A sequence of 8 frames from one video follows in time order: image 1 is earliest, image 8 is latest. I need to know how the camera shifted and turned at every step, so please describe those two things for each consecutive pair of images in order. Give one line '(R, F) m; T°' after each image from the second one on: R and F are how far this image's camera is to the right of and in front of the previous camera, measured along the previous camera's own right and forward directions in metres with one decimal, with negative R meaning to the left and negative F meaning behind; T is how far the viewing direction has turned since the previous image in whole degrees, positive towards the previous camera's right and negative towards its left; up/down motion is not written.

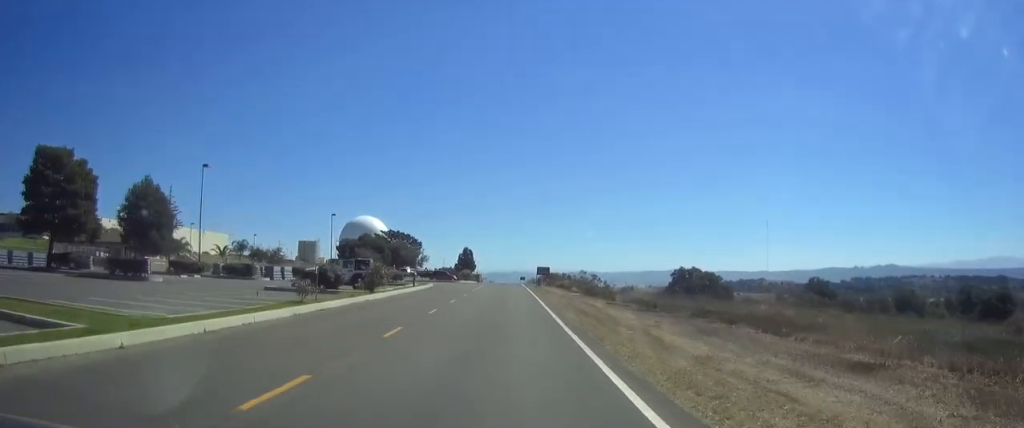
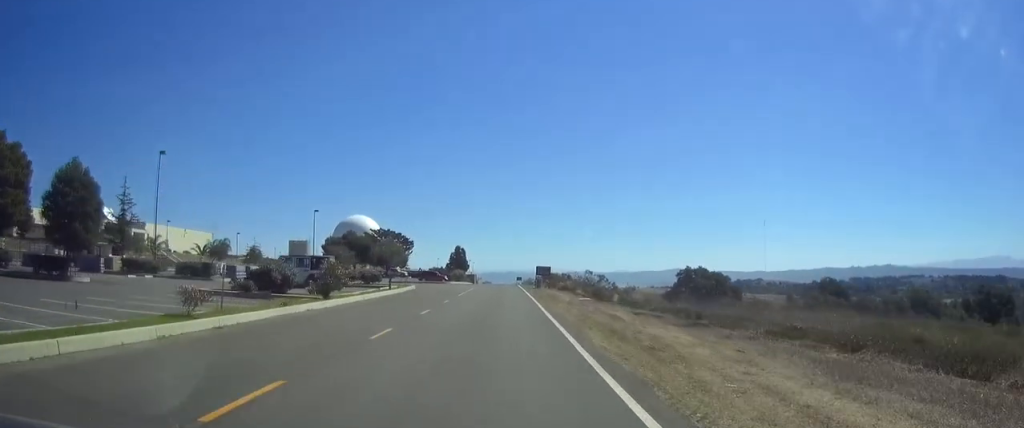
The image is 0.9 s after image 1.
(-0.1, +8.2) m; -1°
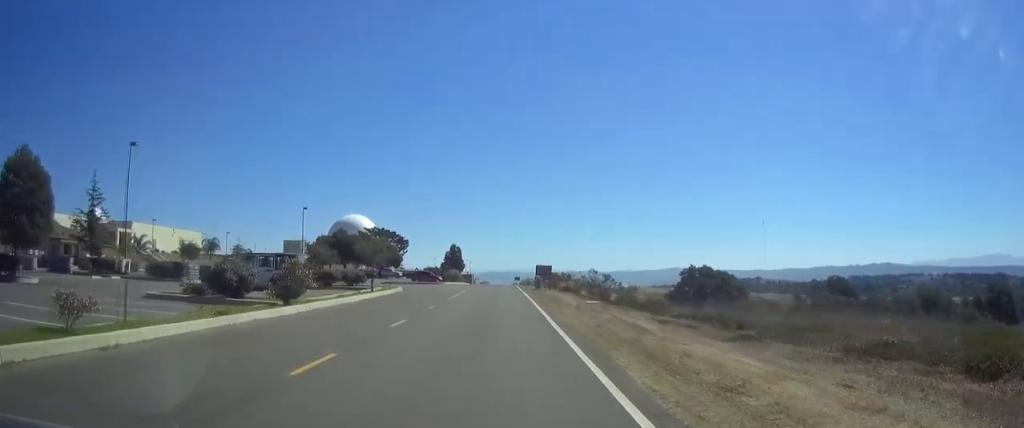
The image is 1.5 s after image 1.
(-0.1, +4.7) m; -1°
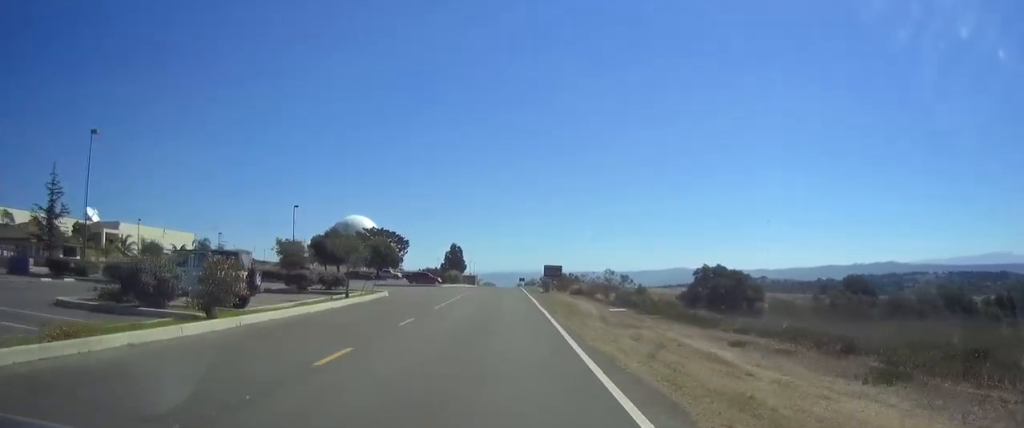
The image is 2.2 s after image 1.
(0.0, +6.5) m; 0°
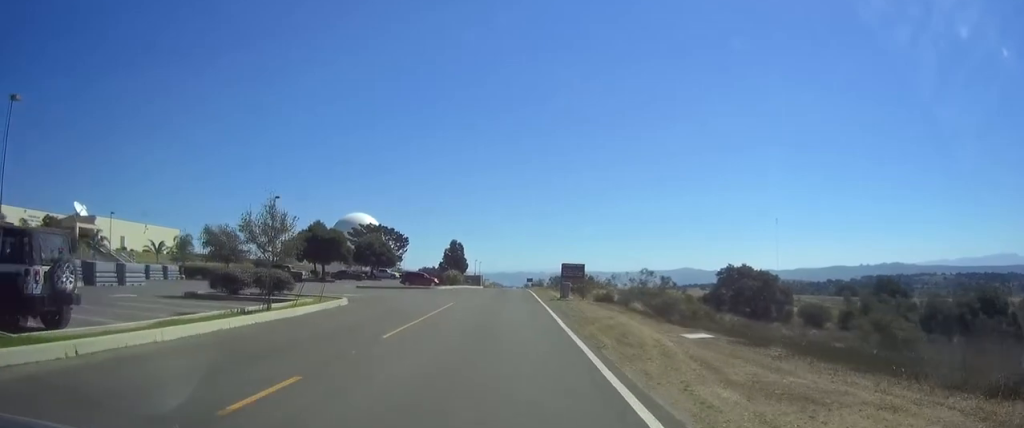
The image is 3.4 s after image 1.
(0.0, +11.1) m; 0°
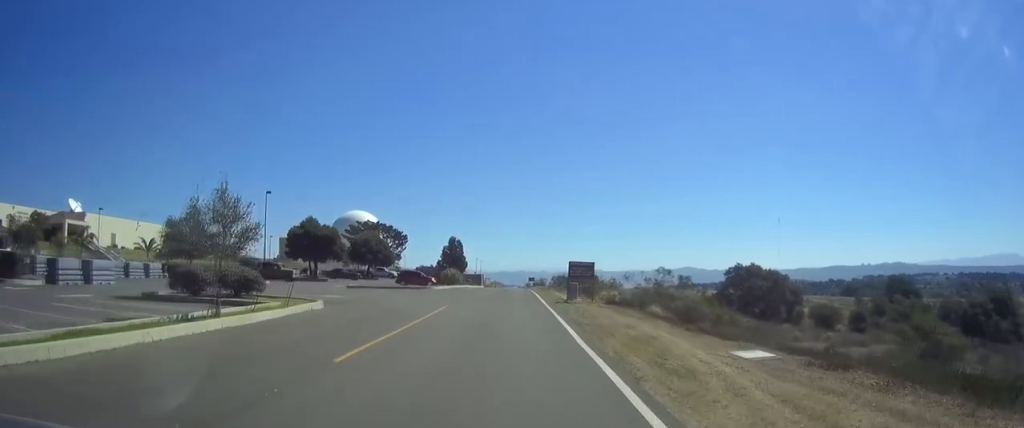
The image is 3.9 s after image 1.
(0.0, +3.9) m; 0°
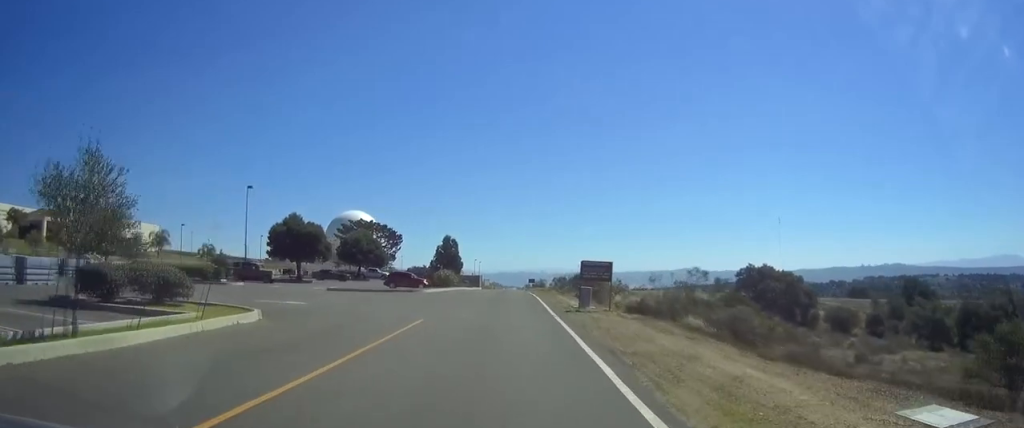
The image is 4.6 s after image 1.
(-0.1, +6.3) m; 0°
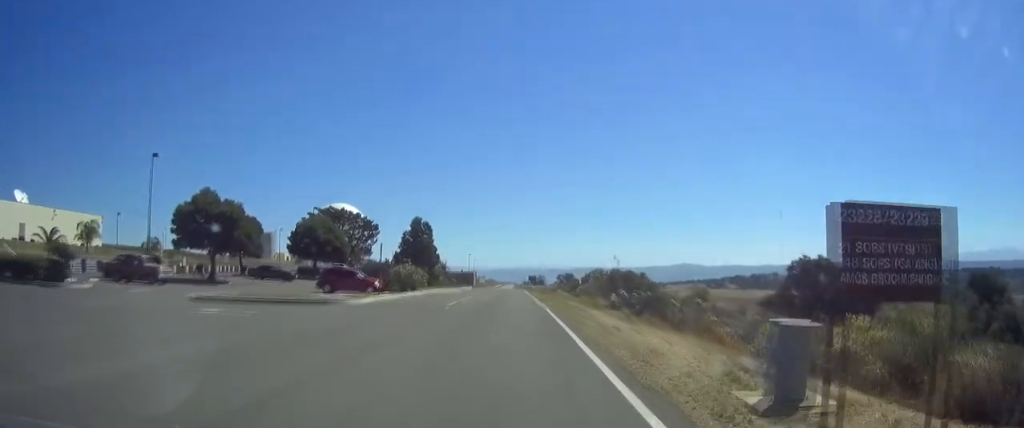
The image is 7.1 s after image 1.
(+0.6, +22.2) m; +1°
